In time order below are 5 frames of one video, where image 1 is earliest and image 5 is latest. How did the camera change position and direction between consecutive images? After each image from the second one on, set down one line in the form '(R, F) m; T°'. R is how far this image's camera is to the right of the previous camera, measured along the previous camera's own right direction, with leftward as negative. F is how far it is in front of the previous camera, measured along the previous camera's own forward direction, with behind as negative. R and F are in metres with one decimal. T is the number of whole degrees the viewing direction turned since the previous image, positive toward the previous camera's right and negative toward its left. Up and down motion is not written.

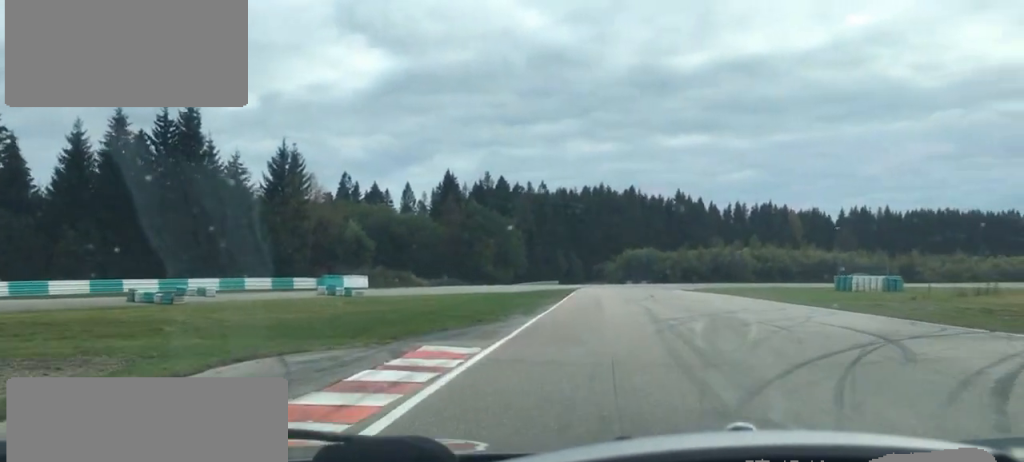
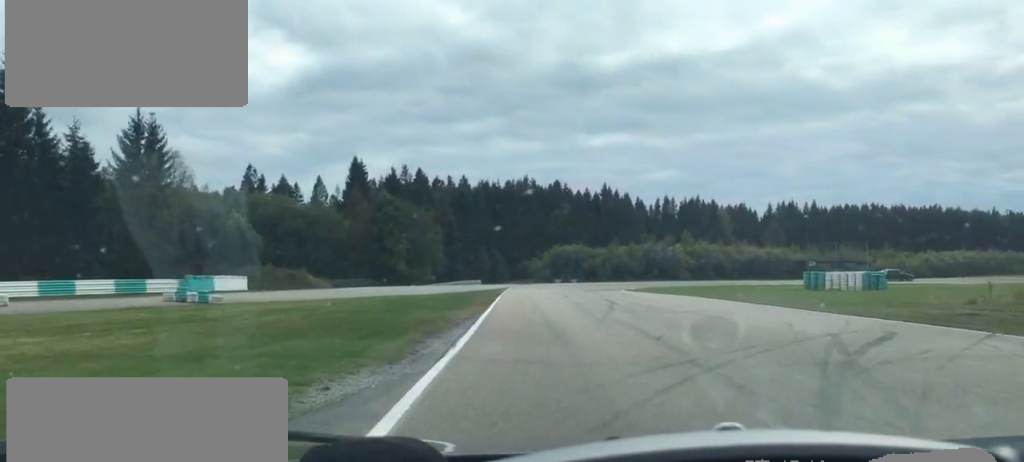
(+0.8, +14.6) m; +4°
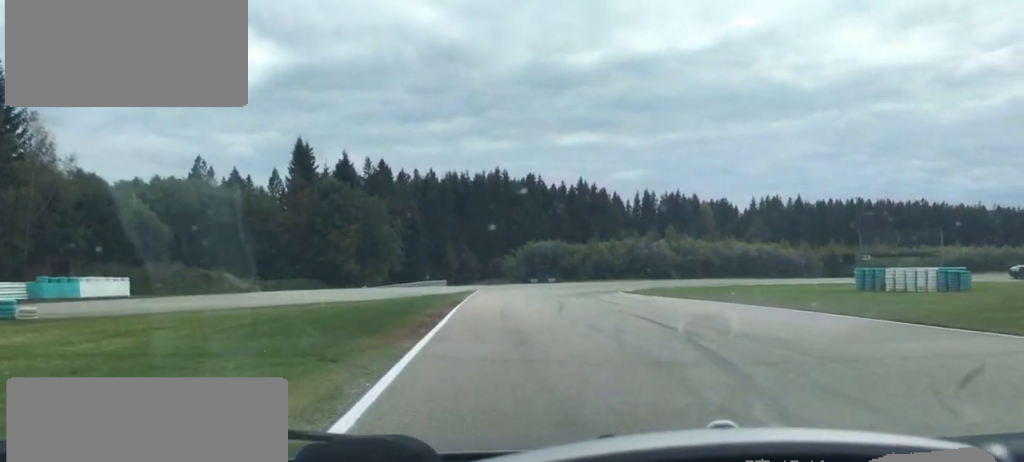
(+0.4, +17.5) m; +2°
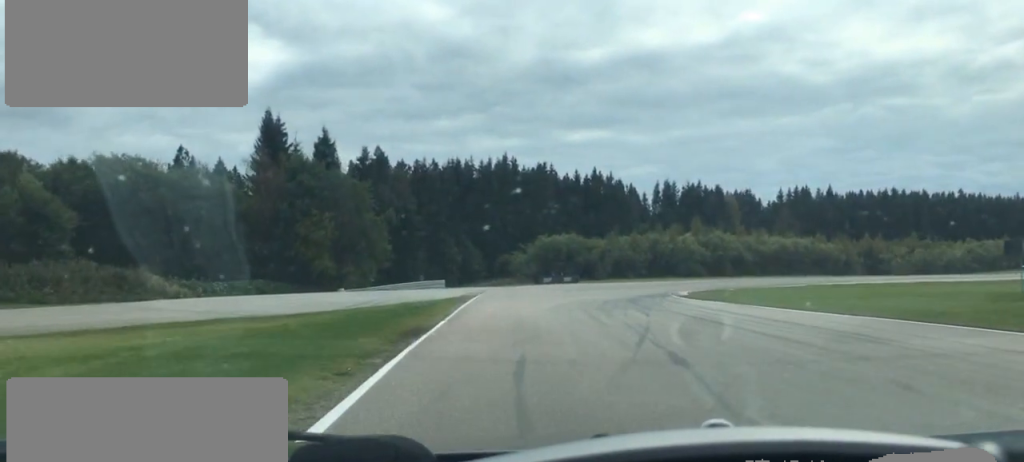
(+0.1, +17.3) m; +1°
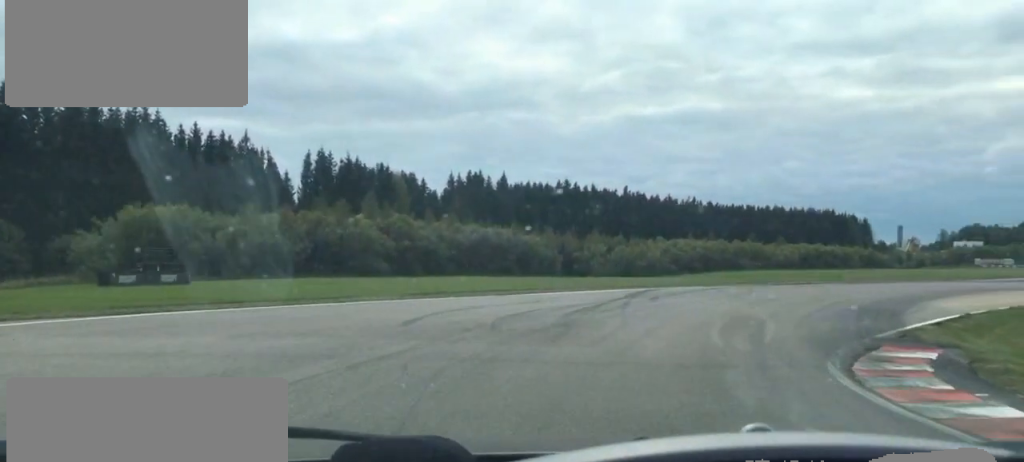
(+6.6, +49.2) m; +28°
